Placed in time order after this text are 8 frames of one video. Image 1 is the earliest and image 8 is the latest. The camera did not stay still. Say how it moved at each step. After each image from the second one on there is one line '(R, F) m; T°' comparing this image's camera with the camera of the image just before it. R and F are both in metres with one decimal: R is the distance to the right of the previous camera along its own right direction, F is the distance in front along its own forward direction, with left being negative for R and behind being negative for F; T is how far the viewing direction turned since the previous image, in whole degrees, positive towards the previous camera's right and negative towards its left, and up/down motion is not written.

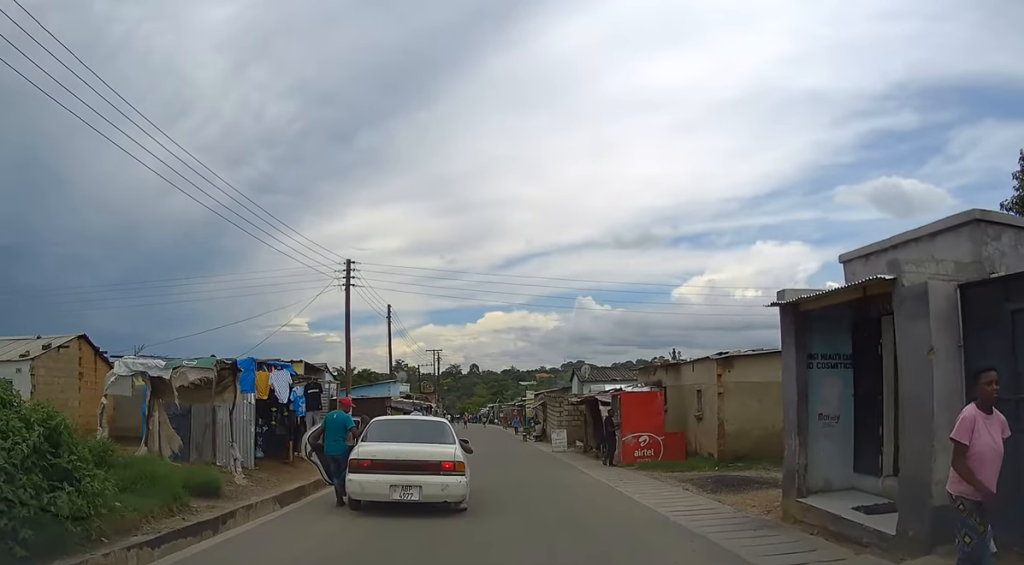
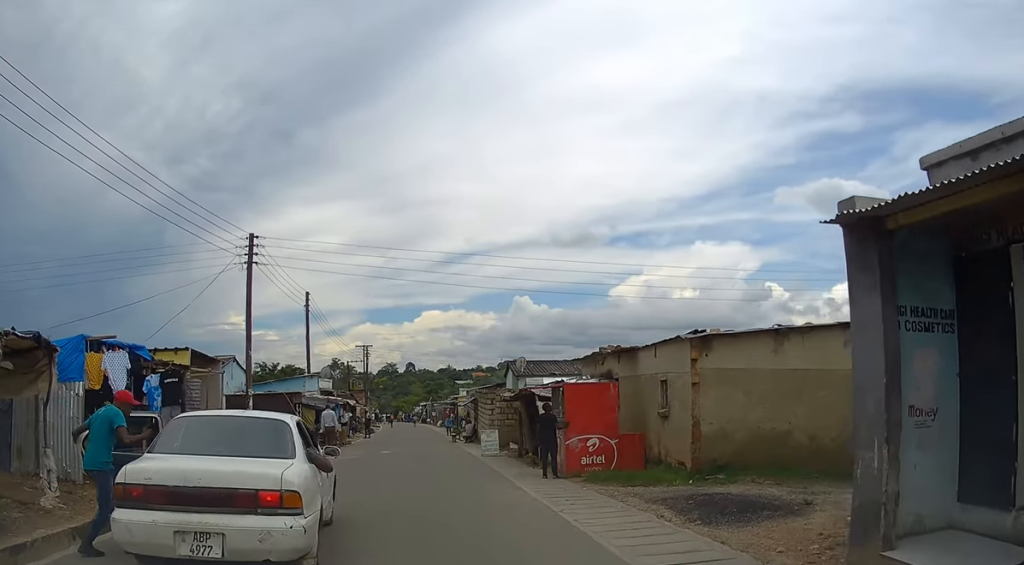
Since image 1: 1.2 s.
(+0.1, +3.9) m; +3°
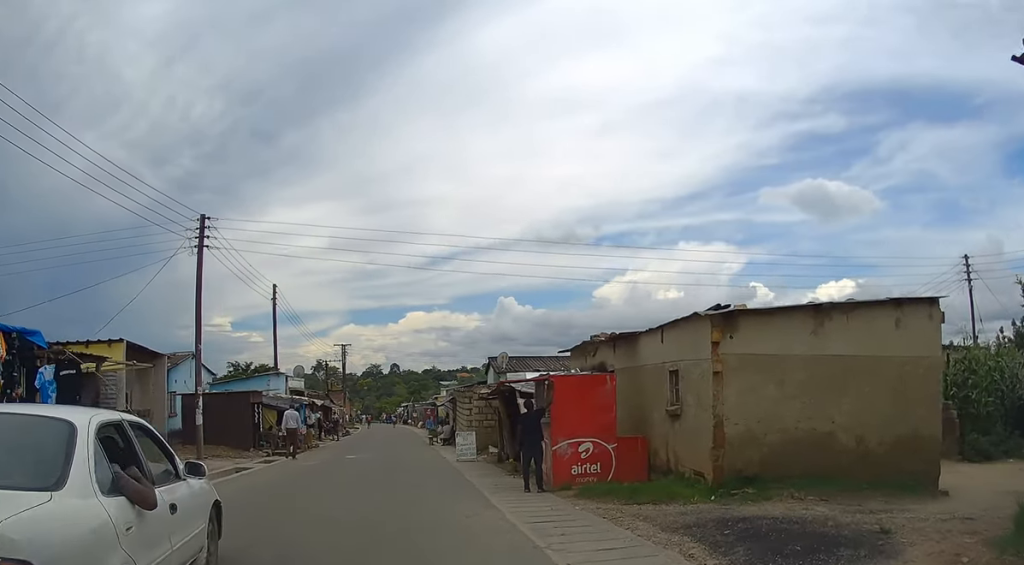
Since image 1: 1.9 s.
(+0.1, +2.7) m; 0°
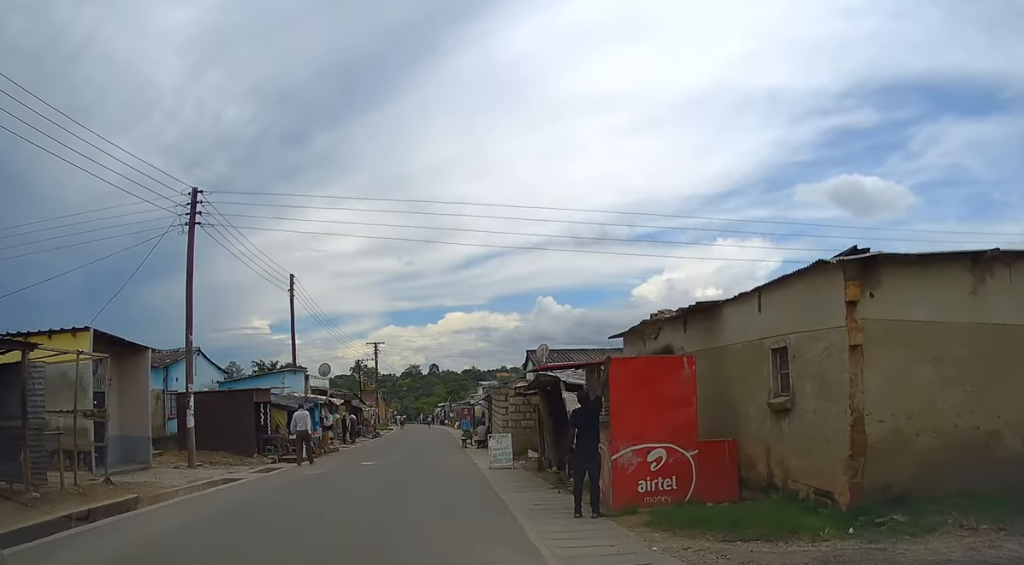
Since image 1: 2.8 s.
(0.0, +3.3) m; -3°
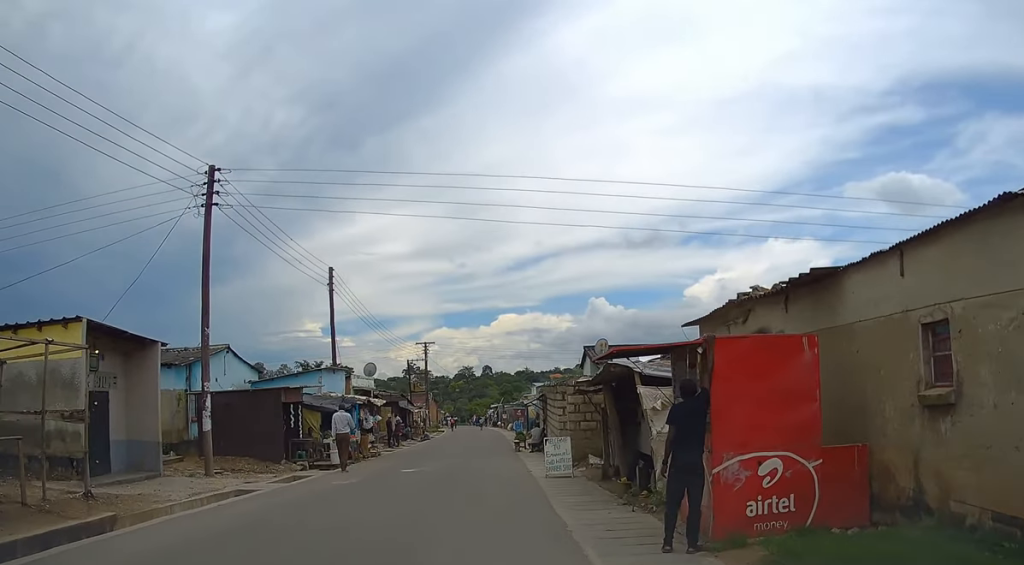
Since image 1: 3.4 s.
(-0.1, +2.4) m; -4°
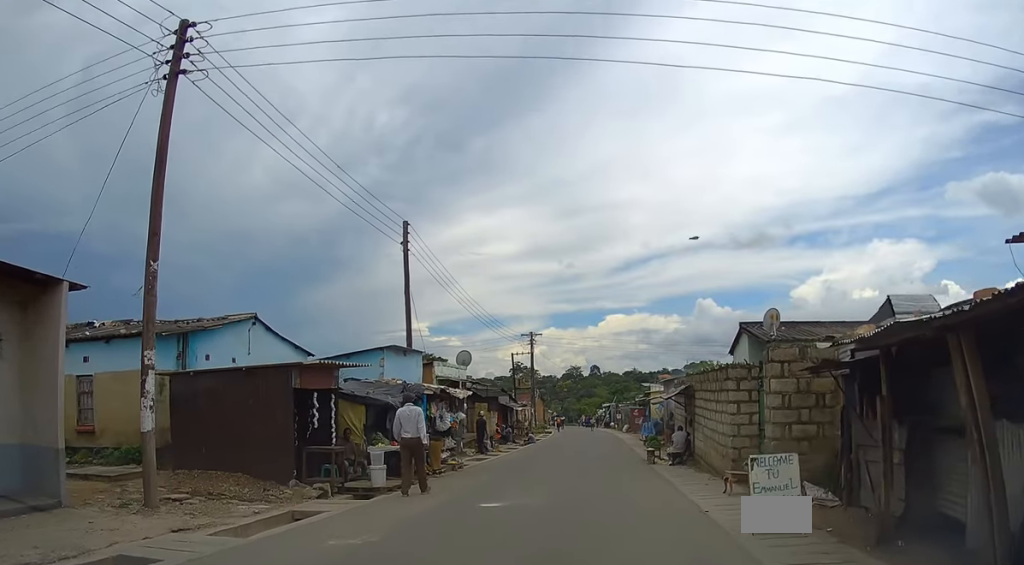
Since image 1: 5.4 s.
(-0.7, +7.5) m; -7°
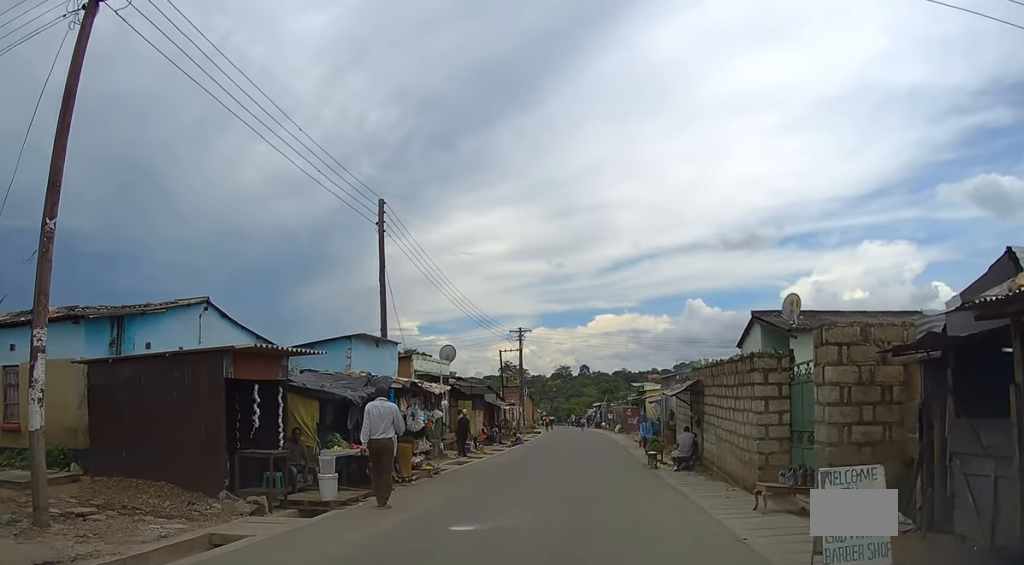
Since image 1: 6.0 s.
(0.0, +2.4) m; 0°
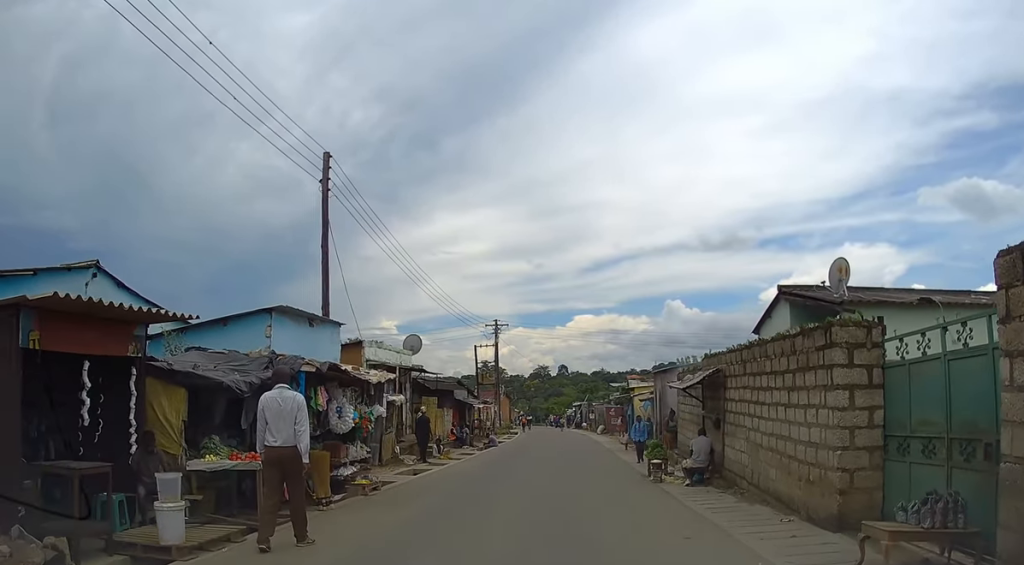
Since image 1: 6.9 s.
(0.0, +4.1) m; +1°
